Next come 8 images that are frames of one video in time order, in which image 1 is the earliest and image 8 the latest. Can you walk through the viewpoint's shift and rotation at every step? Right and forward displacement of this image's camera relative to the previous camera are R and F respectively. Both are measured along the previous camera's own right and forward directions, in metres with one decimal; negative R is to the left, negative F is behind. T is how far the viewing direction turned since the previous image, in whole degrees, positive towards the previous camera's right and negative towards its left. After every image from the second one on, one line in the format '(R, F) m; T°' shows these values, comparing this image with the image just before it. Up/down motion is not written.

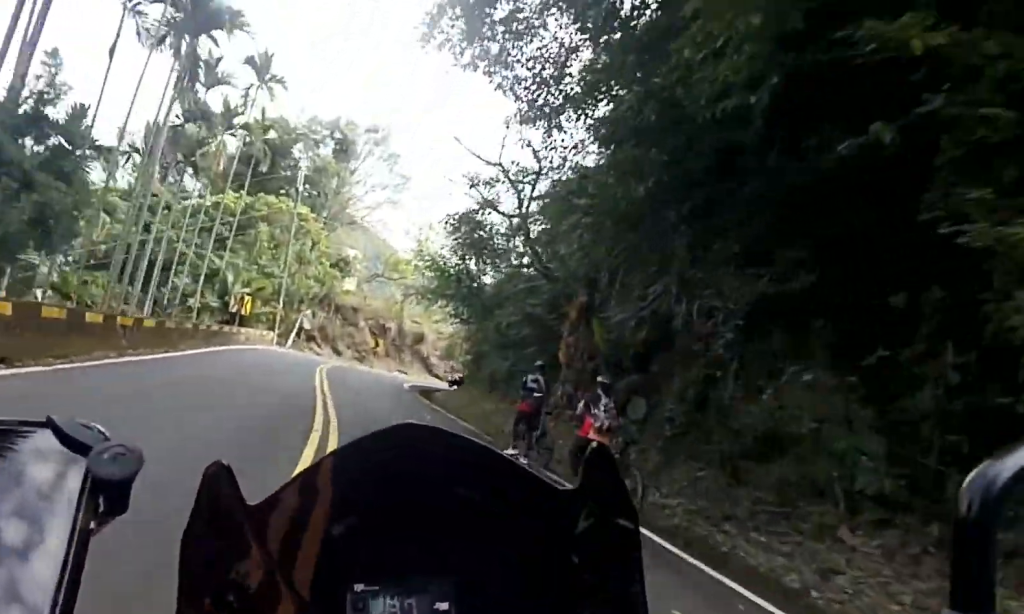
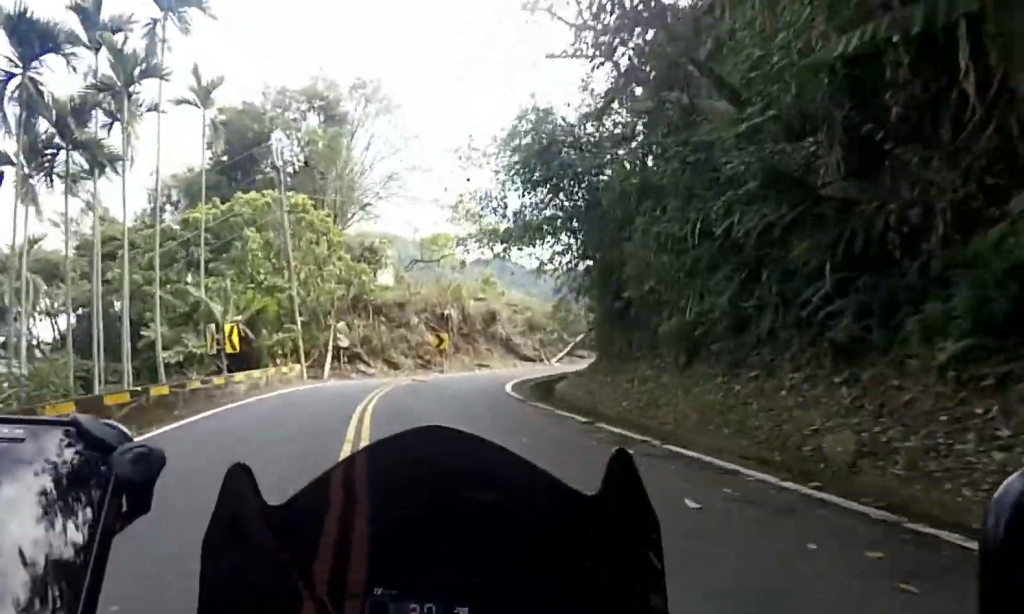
(+0.3, +8.9) m; +2°
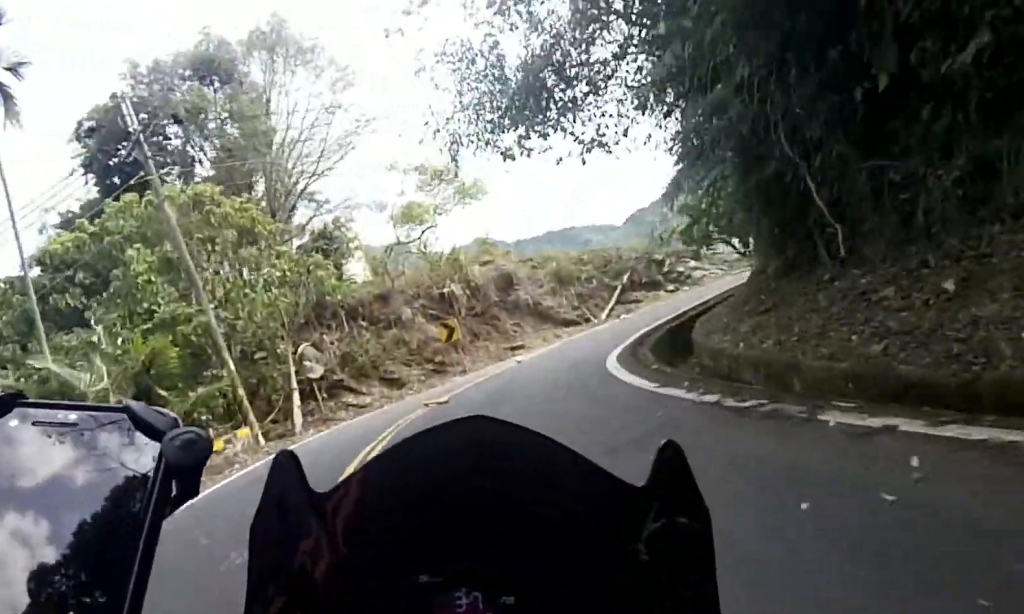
(+0.1, +8.7) m; +6°
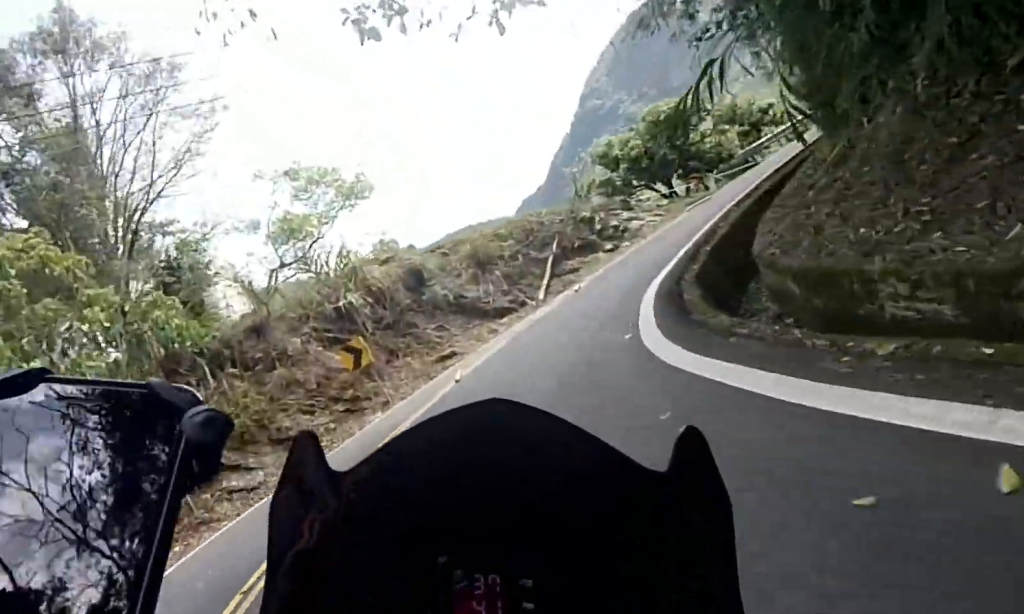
(-0.5, +5.7) m; +8°
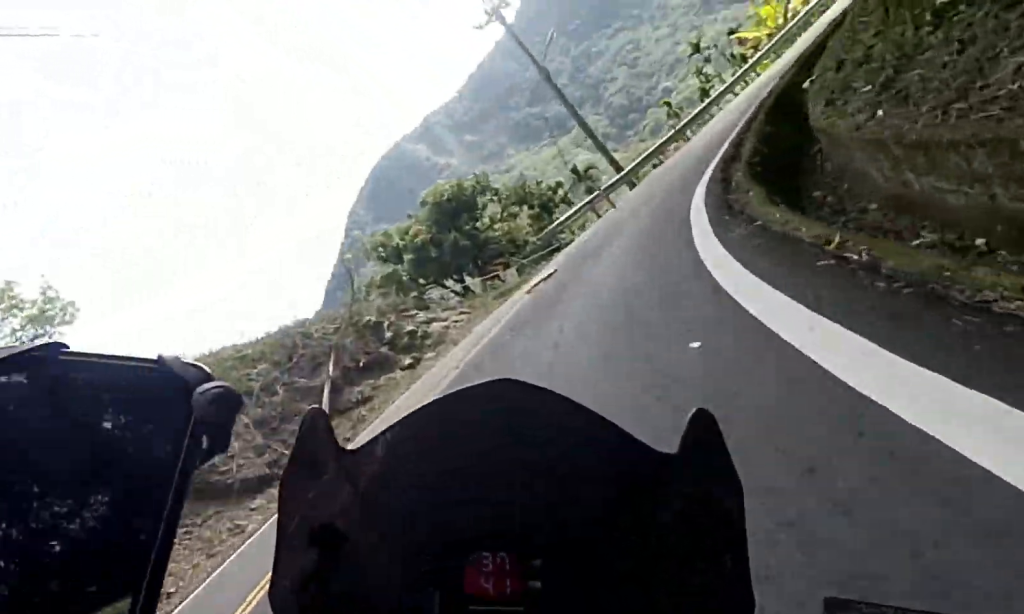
(+1.5, +8.3) m; +26°
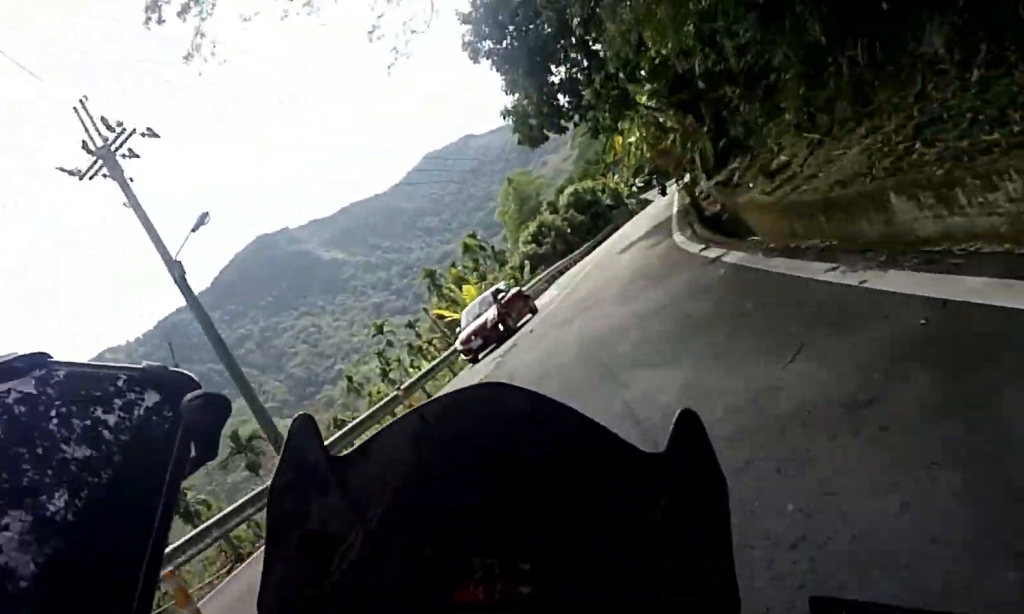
(+5.1, +12.0) m; +35°
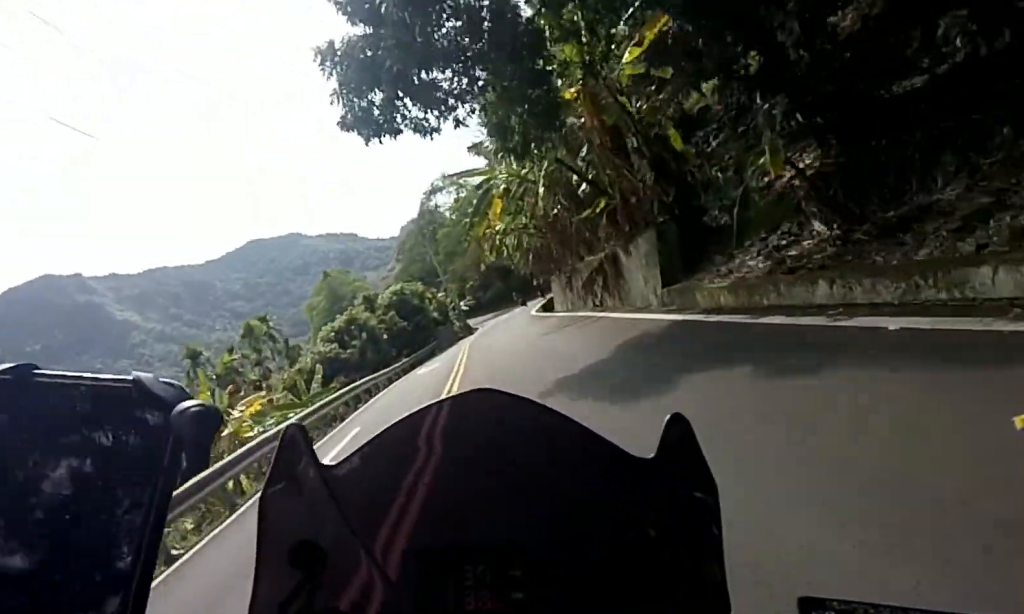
(+2.7, +16.0) m; +14°
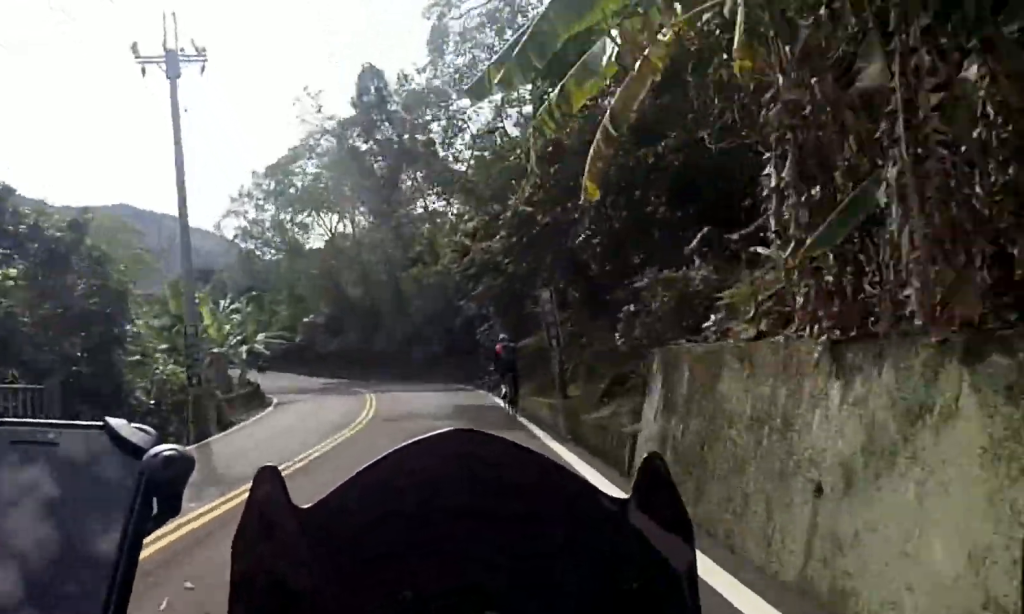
(+4.3, +38.8) m; +6°
